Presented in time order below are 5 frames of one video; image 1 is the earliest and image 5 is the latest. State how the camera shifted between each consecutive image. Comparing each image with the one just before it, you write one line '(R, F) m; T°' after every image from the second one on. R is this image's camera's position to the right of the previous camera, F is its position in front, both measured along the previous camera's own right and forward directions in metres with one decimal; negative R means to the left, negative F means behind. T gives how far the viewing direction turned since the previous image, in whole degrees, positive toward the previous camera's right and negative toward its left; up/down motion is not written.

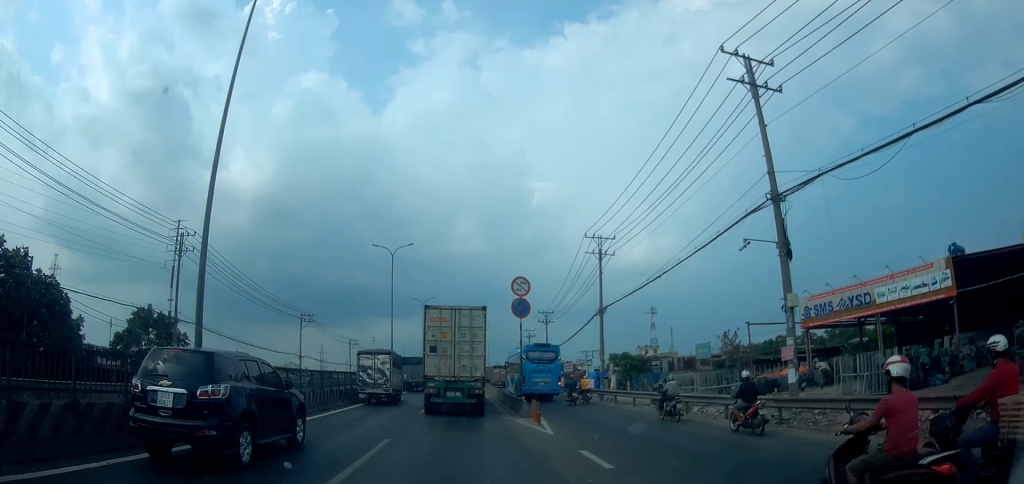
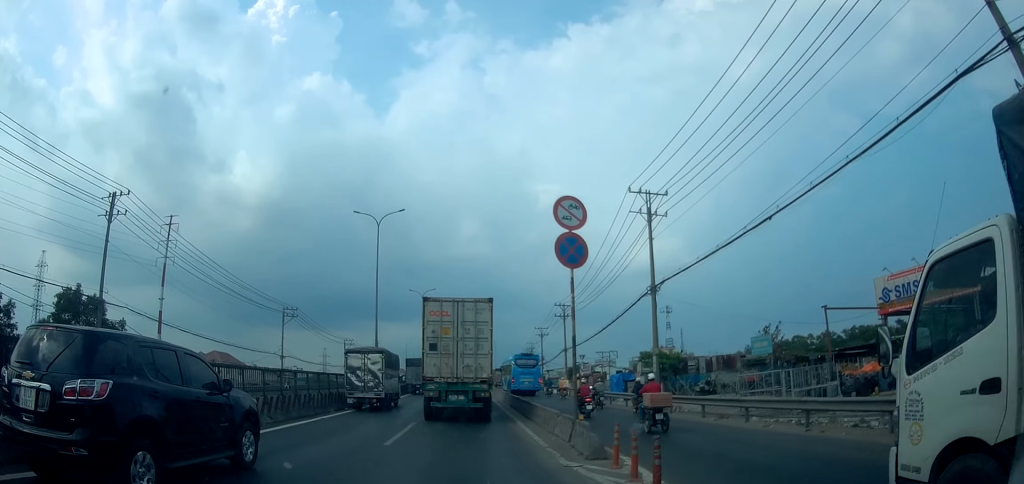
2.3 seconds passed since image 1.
(-0.2, +10.1) m; 0°
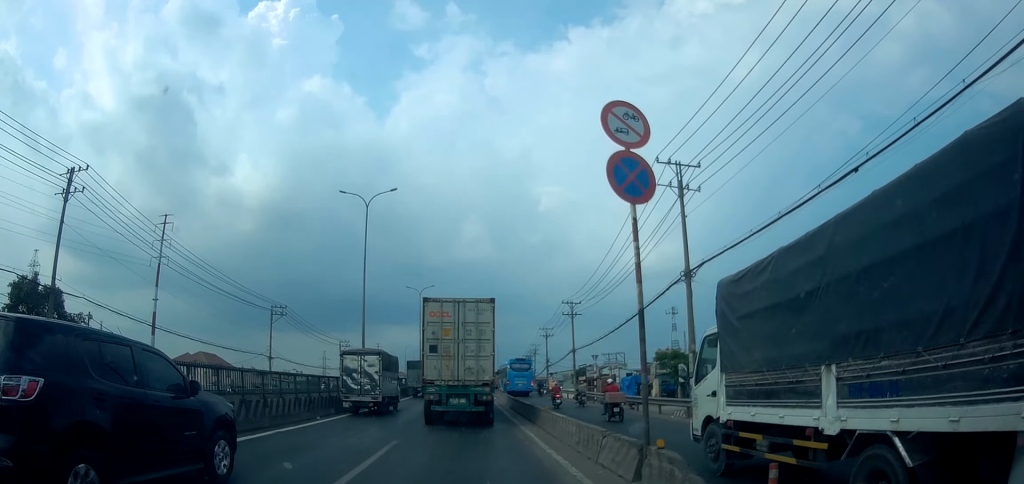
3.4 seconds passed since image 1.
(-0.5, +4.7) m; 0°
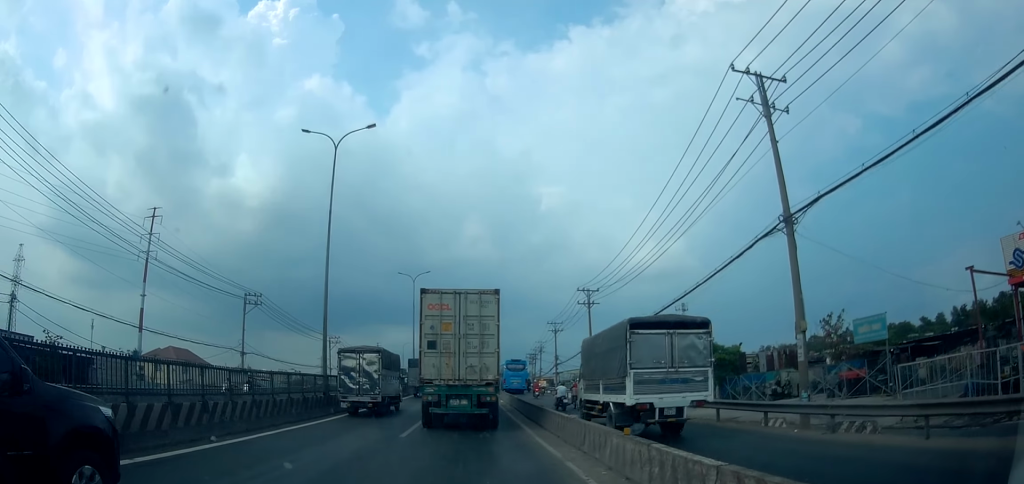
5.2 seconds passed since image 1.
(-0.2, +8.3) m; 0°
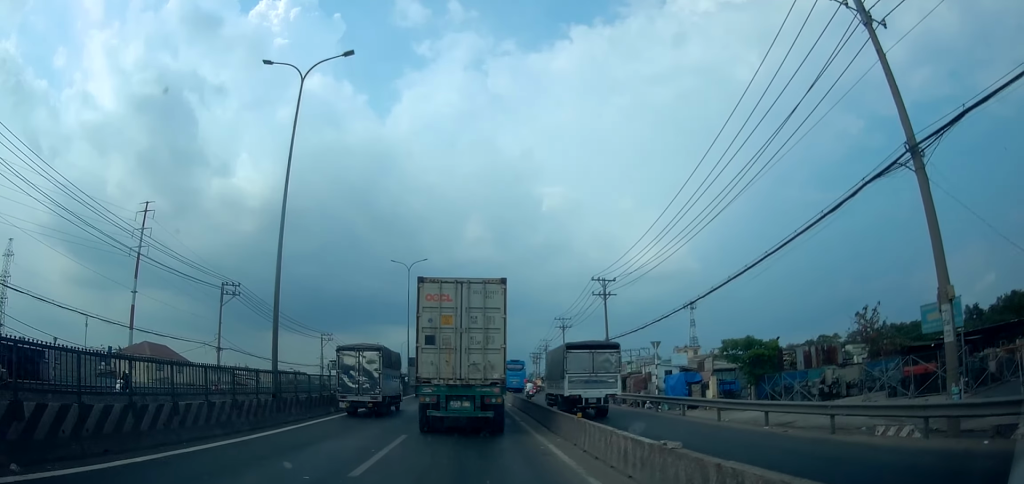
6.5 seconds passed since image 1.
(+0.5, +5.8) m; +1°
